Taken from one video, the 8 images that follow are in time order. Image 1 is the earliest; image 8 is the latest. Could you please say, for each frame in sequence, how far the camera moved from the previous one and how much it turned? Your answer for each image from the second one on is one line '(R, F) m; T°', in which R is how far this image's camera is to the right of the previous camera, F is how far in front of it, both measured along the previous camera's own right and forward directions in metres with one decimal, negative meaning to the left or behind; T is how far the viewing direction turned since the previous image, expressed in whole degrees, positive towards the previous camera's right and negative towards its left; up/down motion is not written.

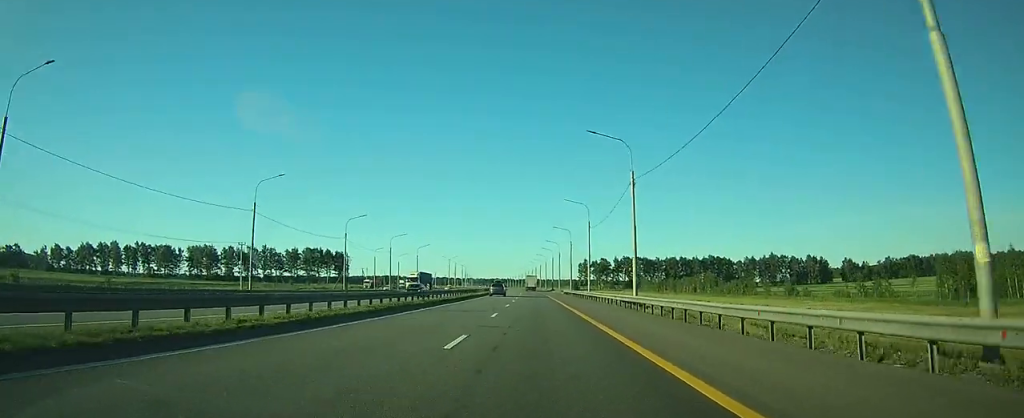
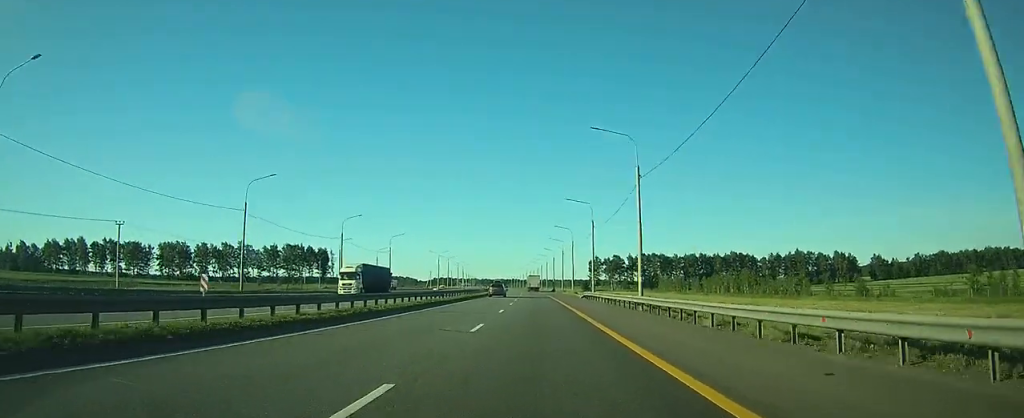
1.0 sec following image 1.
(-0.2, +31.1) m; 0°
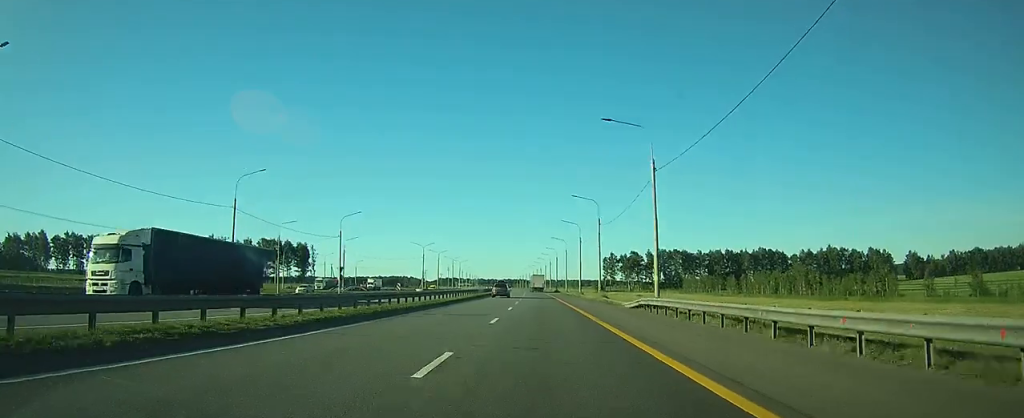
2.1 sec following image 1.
(-0.1, +32.2) m; 0°
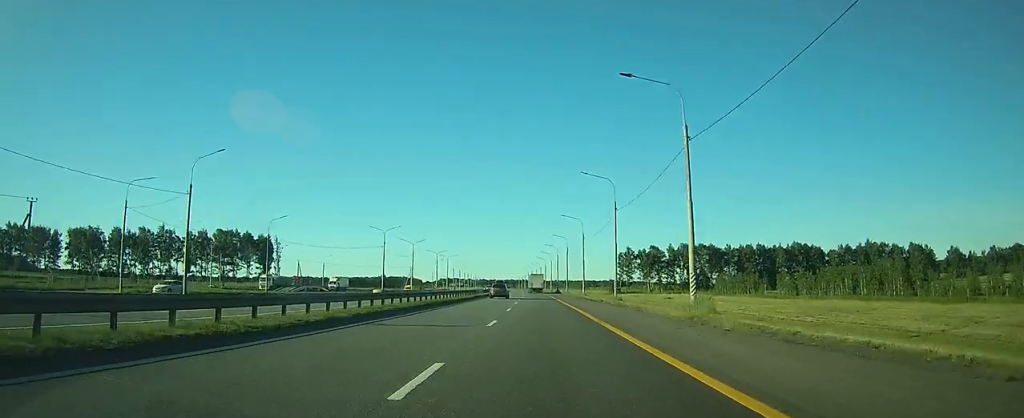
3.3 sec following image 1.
(-0.2, +37.5) m; -1°
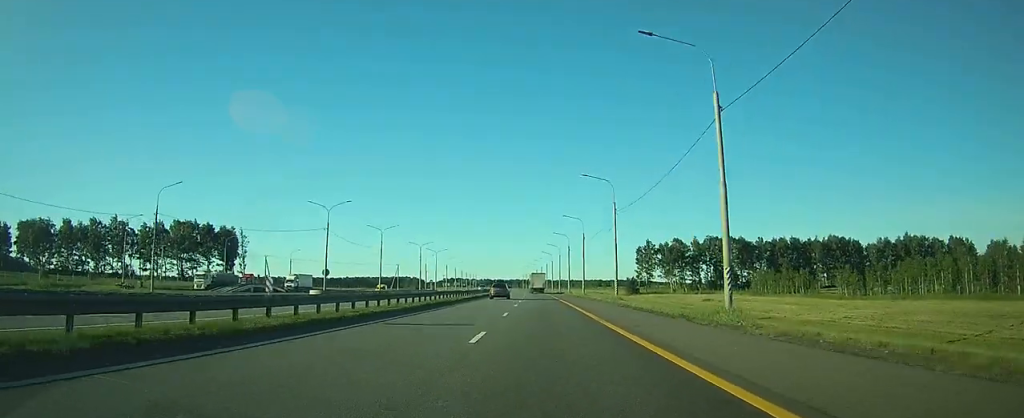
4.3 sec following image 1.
(-0.1, +29.5) m; 0°
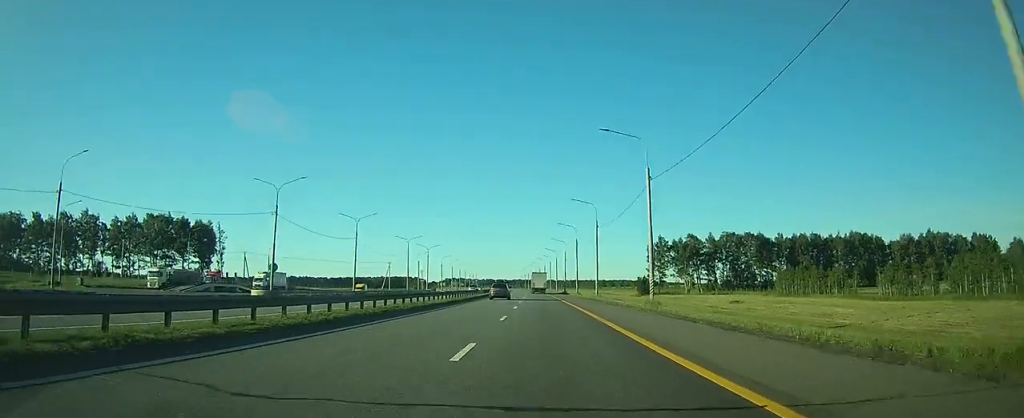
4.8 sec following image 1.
(0.0, +15.2) m; 0°
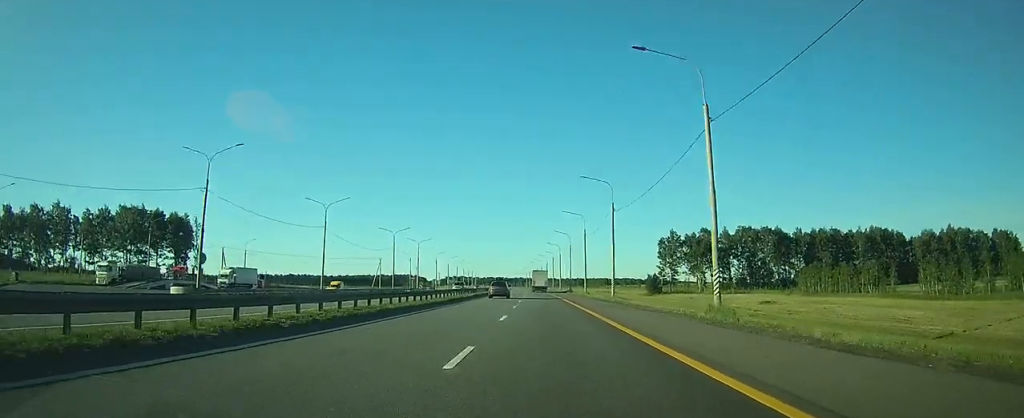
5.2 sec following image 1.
(0.0, +13.2) m; 0°
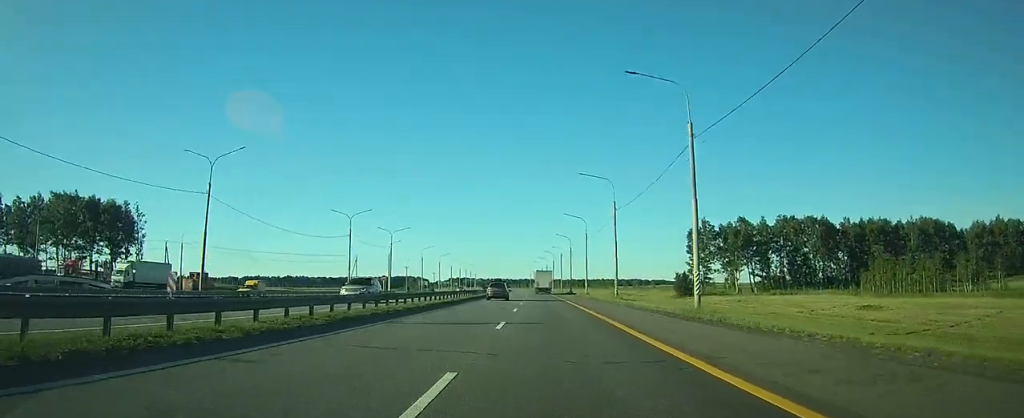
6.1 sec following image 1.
(-0.2, +27.3) m; -1°
